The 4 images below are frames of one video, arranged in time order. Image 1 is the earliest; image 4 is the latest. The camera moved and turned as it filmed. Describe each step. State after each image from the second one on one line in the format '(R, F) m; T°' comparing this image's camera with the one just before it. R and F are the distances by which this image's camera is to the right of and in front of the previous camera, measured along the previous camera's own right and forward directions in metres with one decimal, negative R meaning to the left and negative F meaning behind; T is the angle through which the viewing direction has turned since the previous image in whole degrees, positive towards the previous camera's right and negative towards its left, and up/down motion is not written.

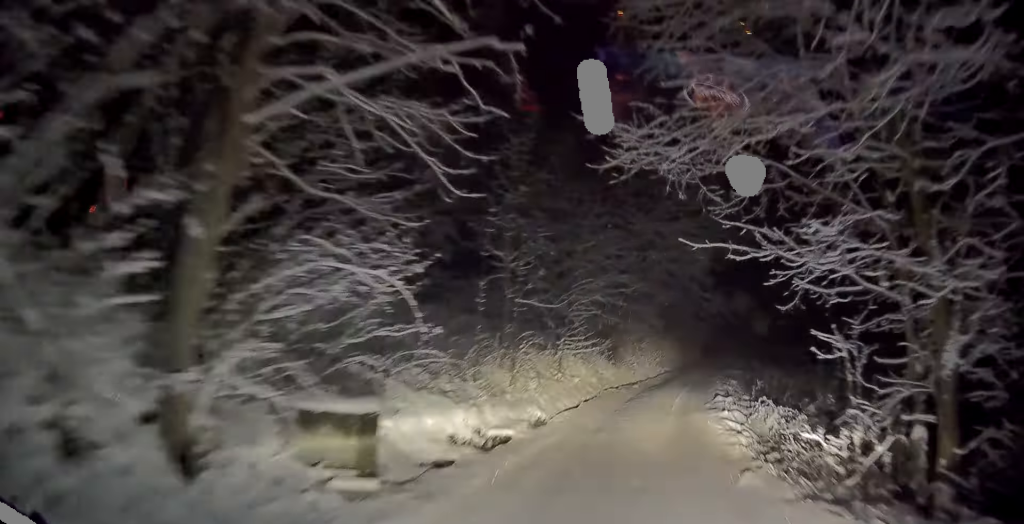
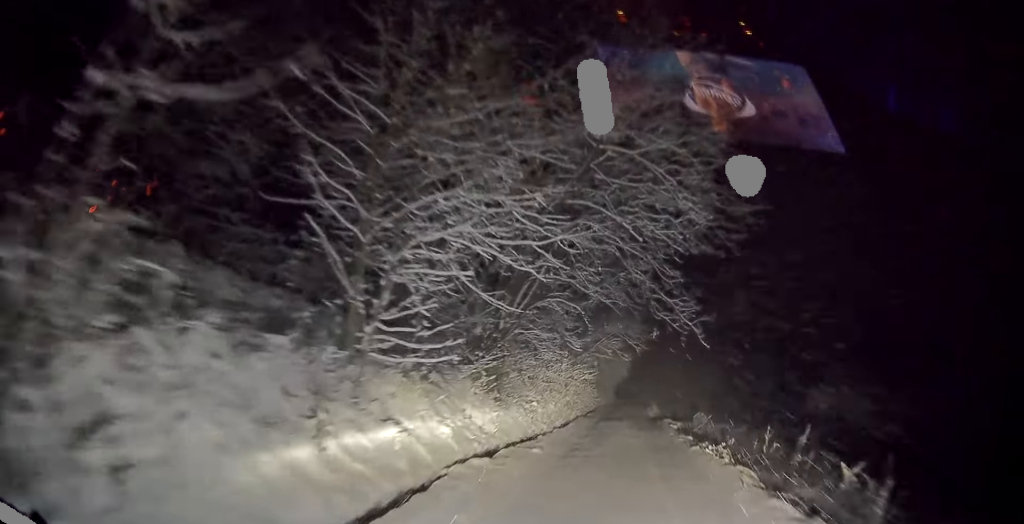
(+0.8, +9.2) m; +15°
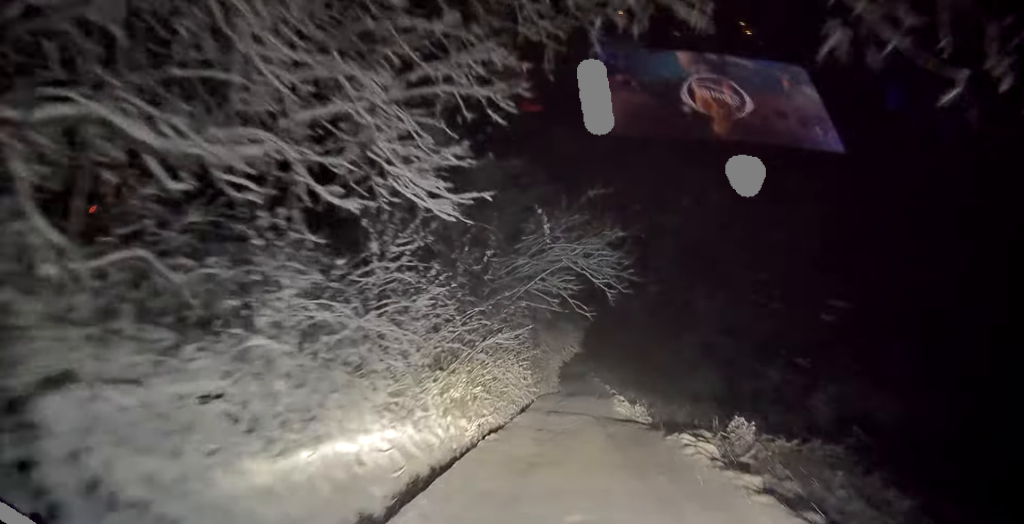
(+1.9, +12.4) m; +9°
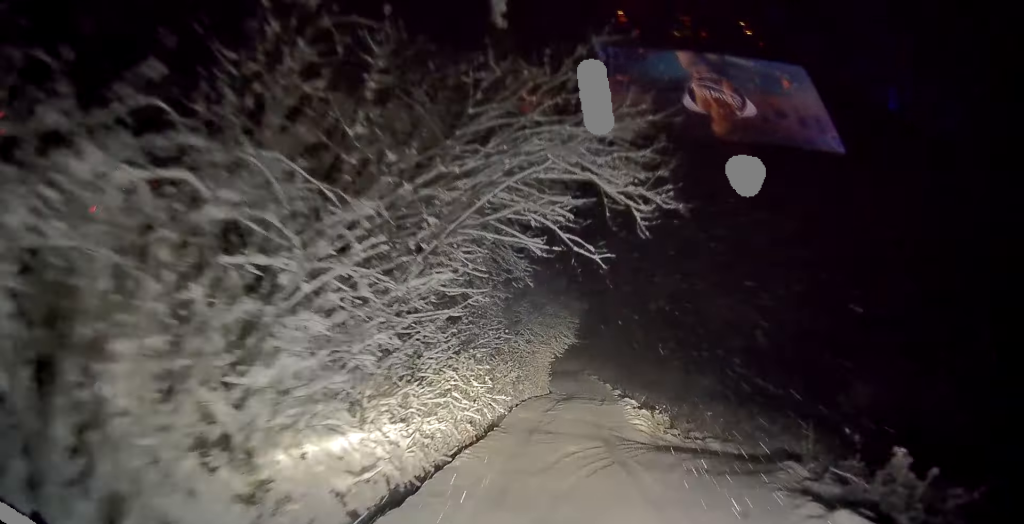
(0.0, +7.4) m; -3°
